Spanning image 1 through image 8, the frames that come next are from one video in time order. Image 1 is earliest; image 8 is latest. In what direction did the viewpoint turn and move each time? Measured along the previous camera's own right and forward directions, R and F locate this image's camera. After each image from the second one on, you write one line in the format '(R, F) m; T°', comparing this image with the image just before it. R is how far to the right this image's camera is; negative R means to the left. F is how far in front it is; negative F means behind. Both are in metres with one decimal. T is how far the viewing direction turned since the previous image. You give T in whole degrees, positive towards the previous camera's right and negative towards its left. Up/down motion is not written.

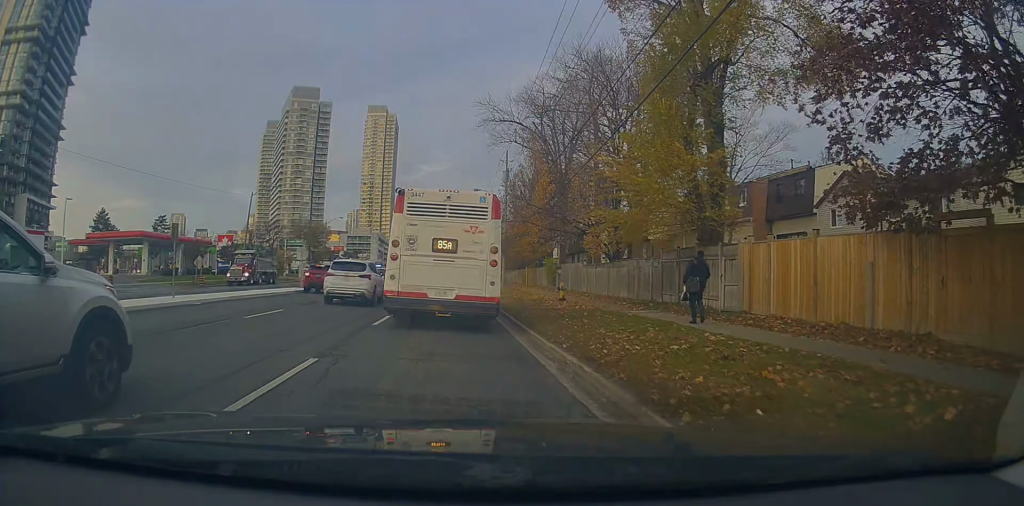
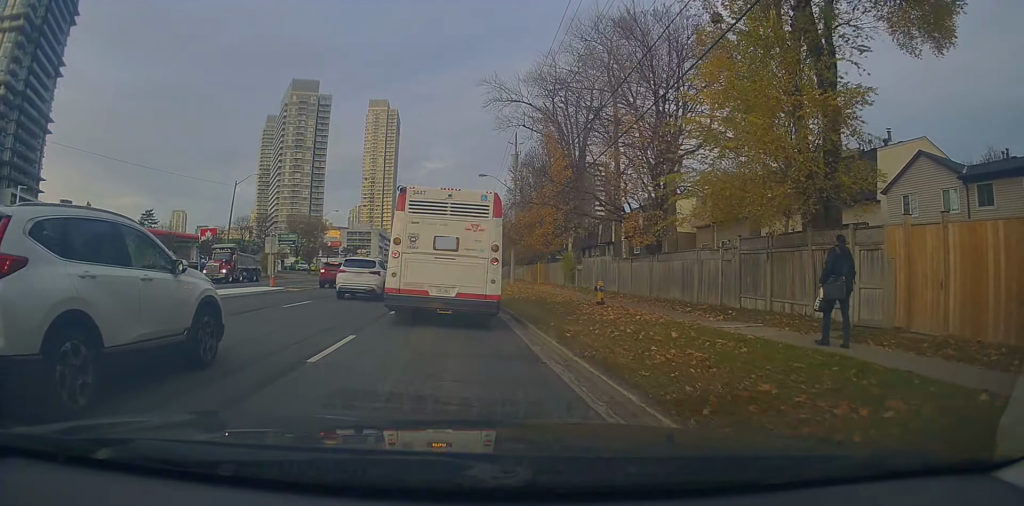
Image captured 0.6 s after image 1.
(-0.1, +6.1) m; -1°
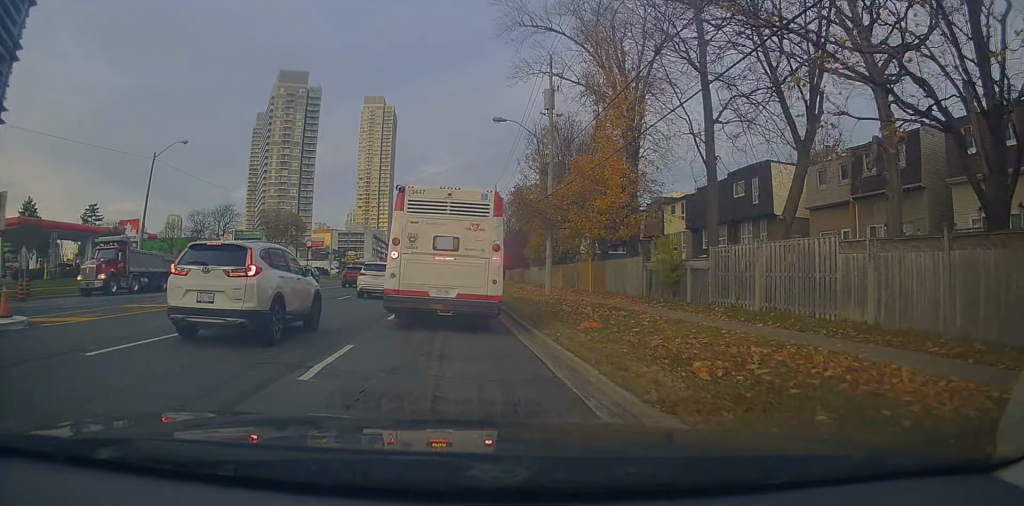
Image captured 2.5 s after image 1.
(-0.1, +18.8) m; 0°
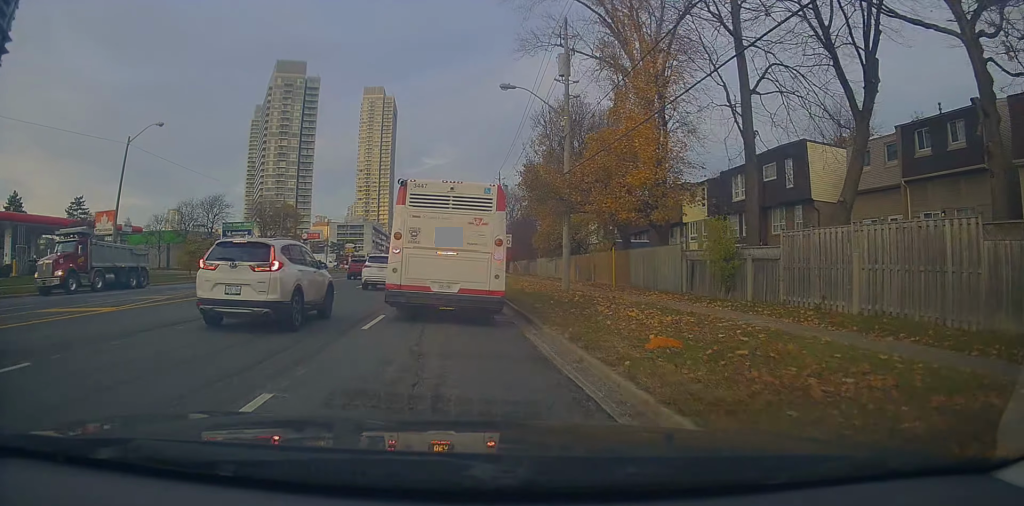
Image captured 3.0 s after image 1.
(0.0, +4.4) m; +1°
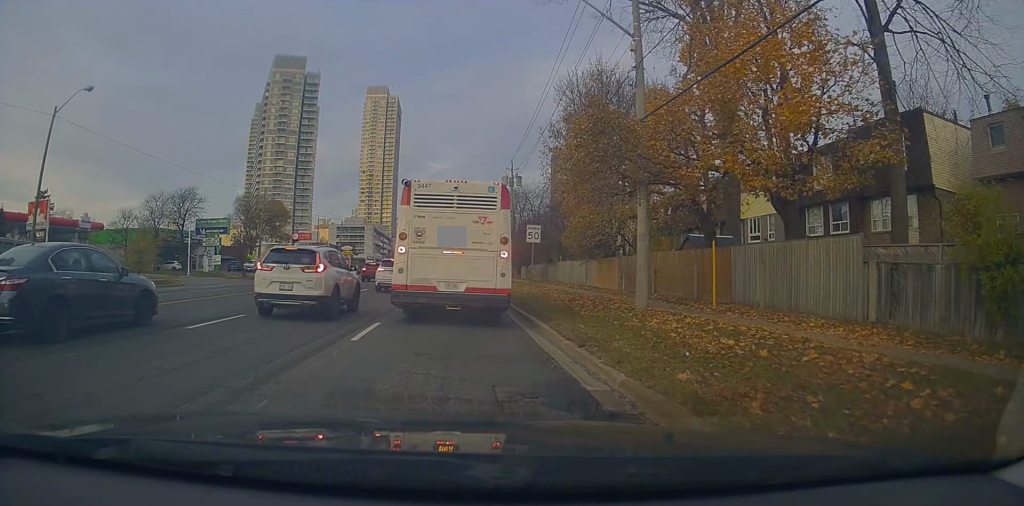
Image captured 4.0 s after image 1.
(+0.4, +10.6) m; -1°
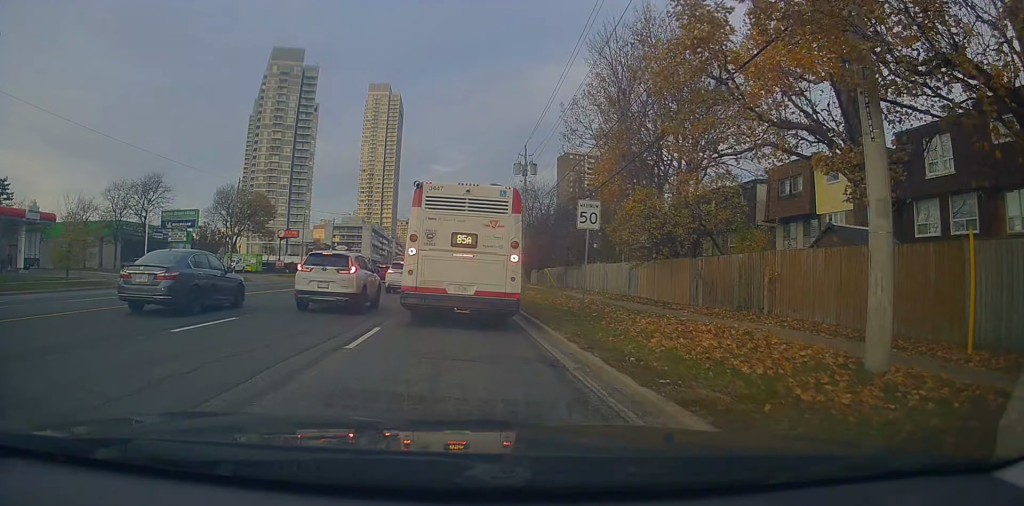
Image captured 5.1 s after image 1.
(-0.7, +9.9) m; -1°
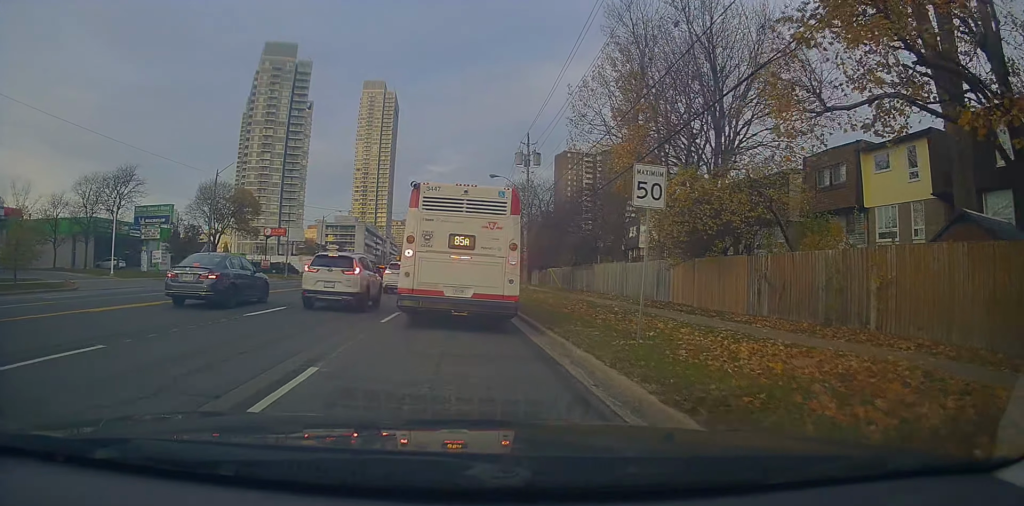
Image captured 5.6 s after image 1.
(+0.1, +5.2) m; +1°
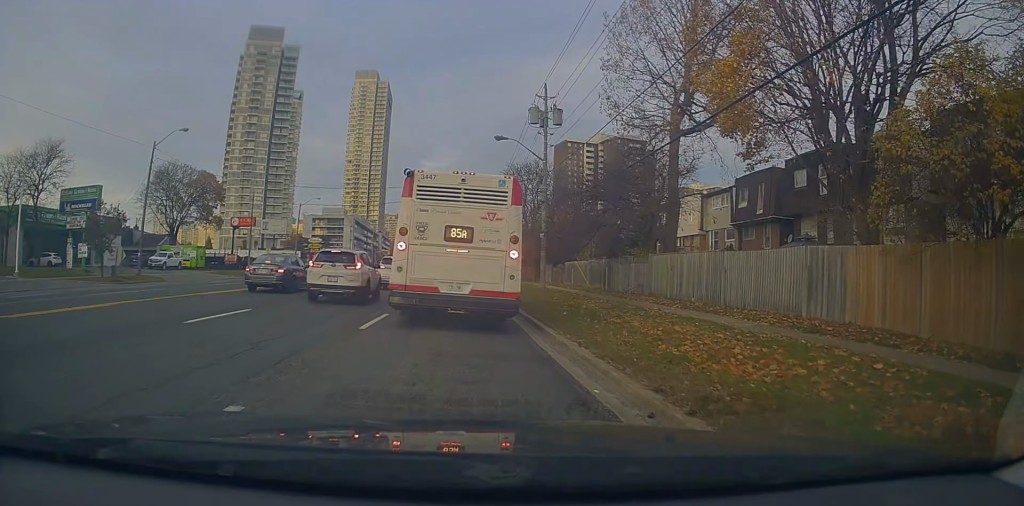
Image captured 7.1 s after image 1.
(+0.5, +12.6) m; -3°
